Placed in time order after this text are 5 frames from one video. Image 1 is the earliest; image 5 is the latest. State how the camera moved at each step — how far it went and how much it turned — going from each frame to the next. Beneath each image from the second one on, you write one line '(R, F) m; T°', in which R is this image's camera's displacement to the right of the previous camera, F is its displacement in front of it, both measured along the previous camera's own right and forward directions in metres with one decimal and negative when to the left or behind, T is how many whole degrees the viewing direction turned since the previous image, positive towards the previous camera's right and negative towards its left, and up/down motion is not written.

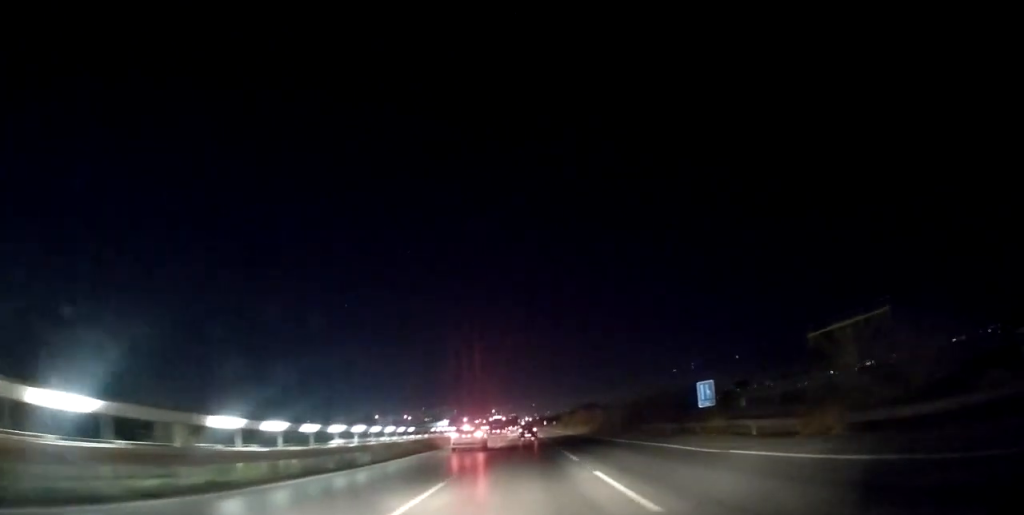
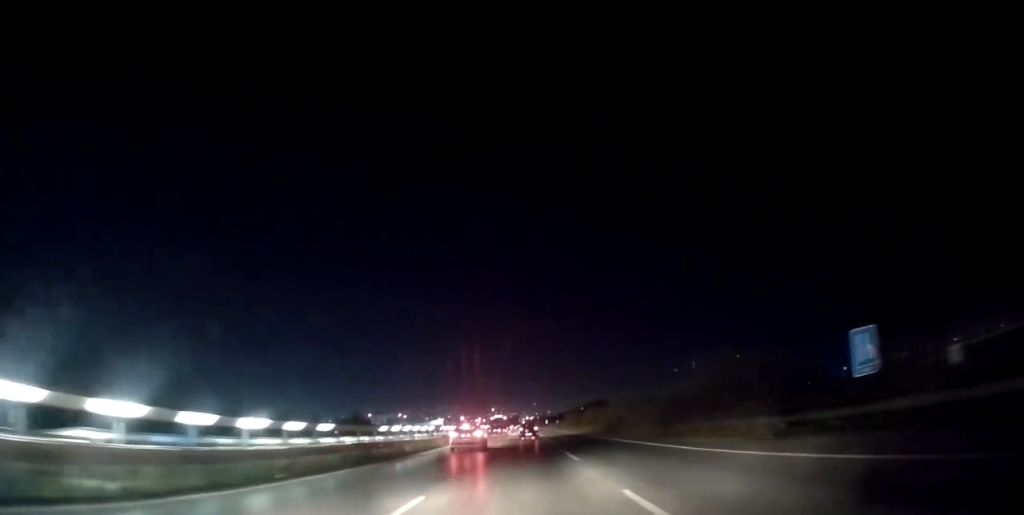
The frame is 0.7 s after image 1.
(+0.2, +14.5) m; 0°
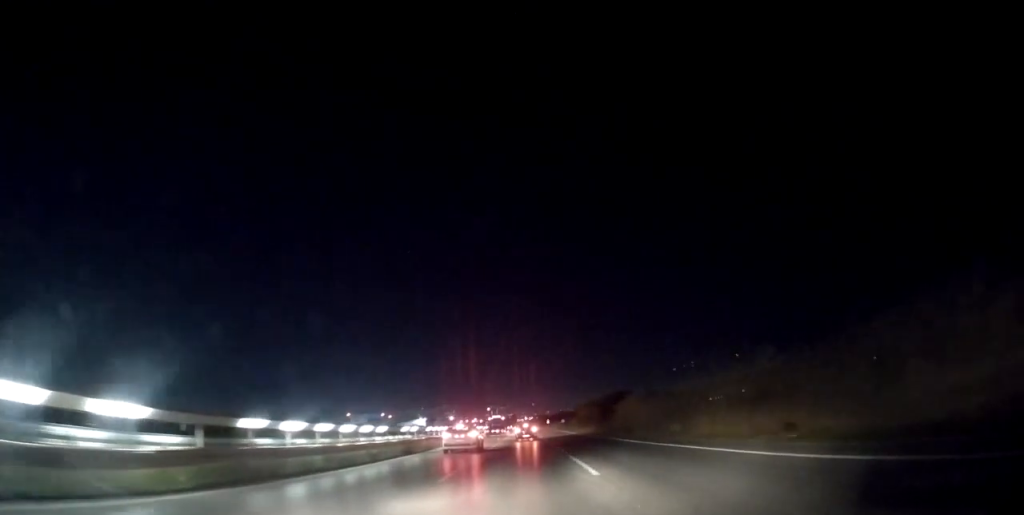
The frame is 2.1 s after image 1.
(-0.5, +32.0) m; -1°
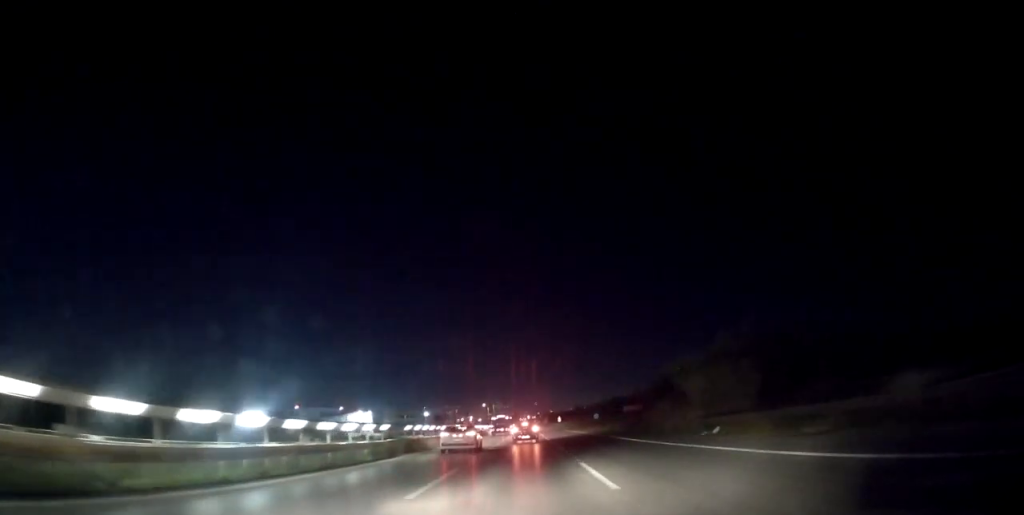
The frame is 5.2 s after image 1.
(+0.9, +64.7) m; +1°
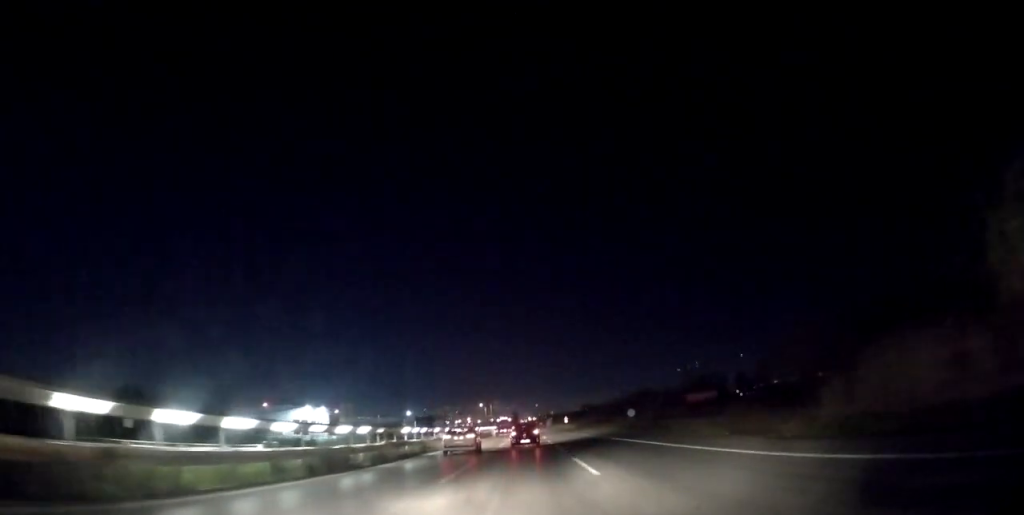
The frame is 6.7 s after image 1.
(-0.4, +25.9) m; 0°
